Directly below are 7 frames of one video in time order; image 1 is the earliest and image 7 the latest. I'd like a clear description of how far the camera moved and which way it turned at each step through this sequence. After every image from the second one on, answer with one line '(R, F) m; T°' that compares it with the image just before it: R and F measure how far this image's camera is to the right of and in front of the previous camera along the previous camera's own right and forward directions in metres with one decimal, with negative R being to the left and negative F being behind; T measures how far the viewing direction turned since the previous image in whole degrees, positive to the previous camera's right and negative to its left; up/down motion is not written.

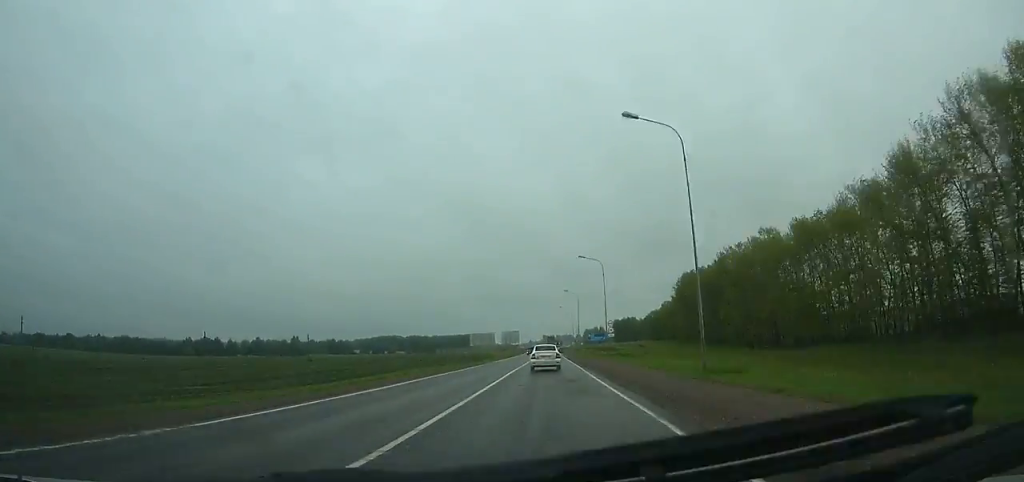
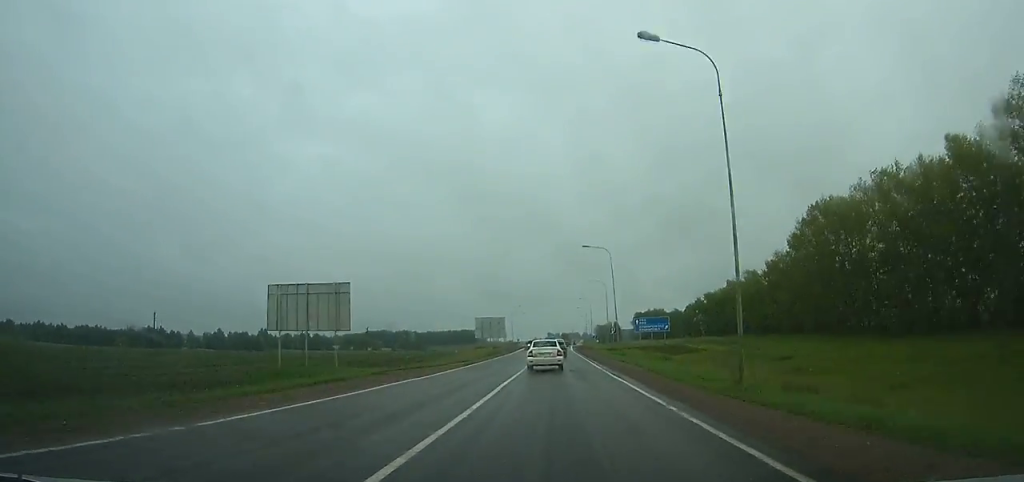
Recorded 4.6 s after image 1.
(-0.1, +84.4) m; 0°
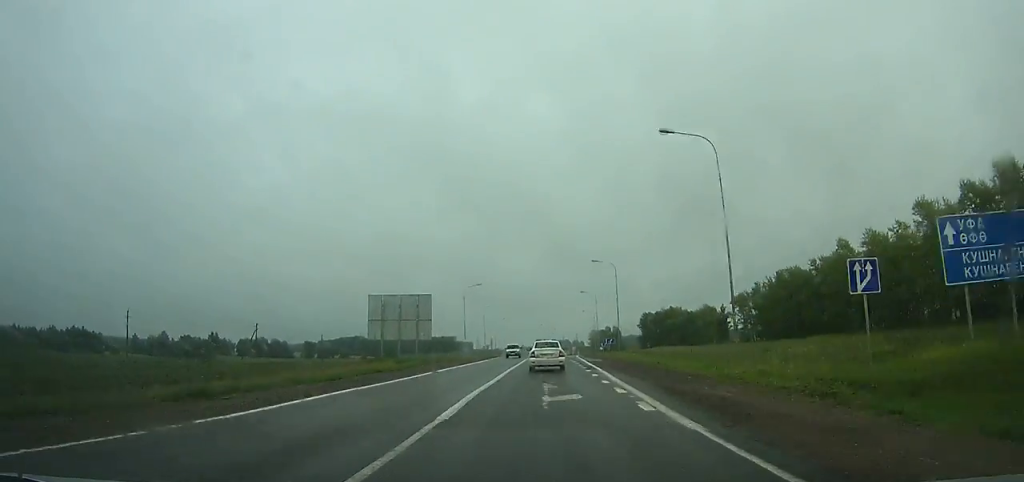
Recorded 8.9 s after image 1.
(+0.6, +71.7) m; +1°
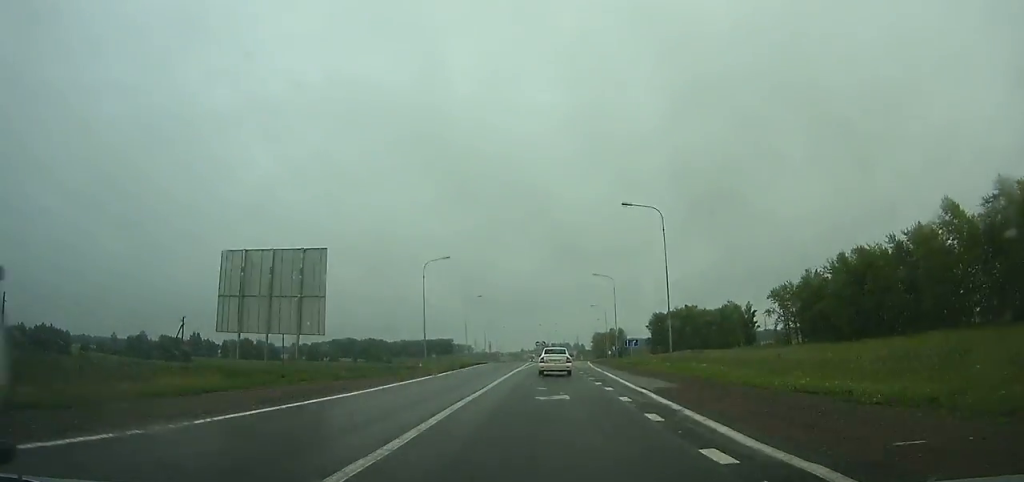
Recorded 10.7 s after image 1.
(0.0, +29.1) m; +1°
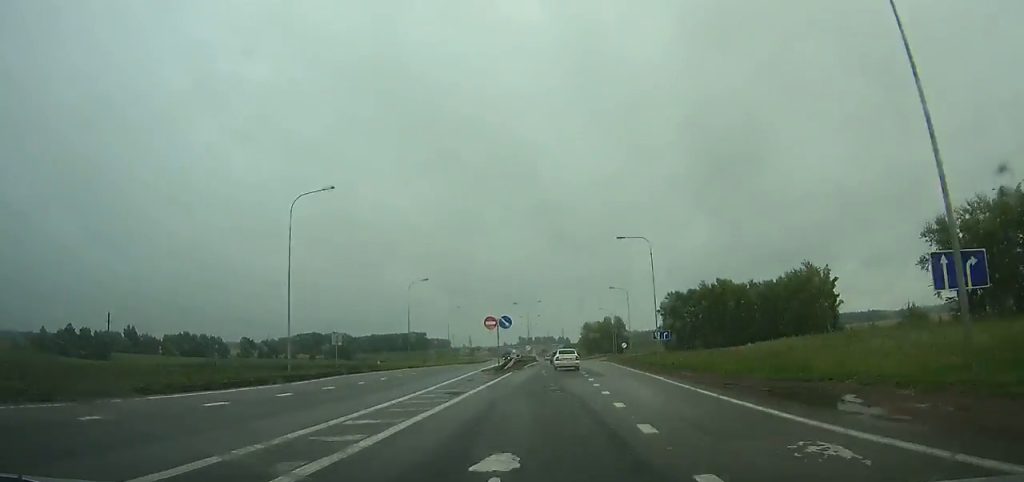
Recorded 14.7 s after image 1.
(+0.8, +66.6) m; +2°
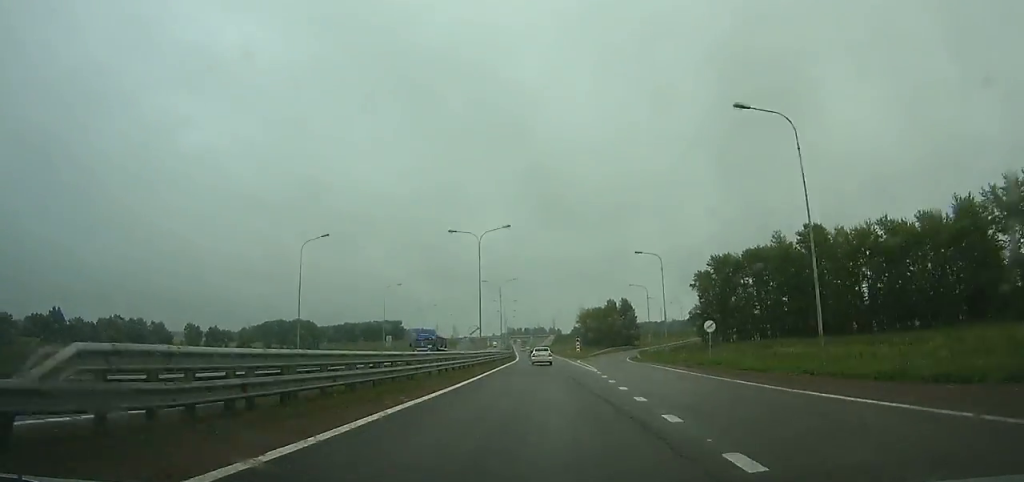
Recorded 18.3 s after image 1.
(+0.7, +66.7) m; 0°
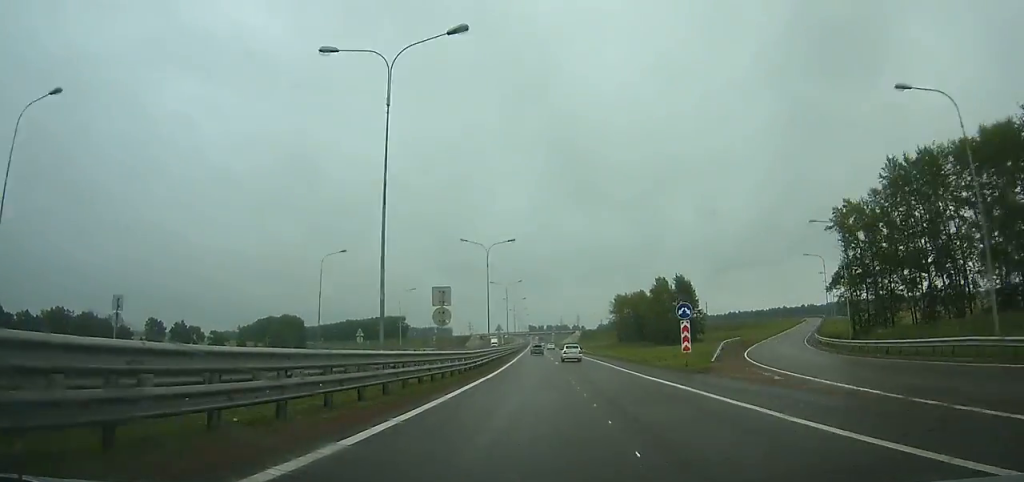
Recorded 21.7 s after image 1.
(-0.6, +69.9) m; -1°
